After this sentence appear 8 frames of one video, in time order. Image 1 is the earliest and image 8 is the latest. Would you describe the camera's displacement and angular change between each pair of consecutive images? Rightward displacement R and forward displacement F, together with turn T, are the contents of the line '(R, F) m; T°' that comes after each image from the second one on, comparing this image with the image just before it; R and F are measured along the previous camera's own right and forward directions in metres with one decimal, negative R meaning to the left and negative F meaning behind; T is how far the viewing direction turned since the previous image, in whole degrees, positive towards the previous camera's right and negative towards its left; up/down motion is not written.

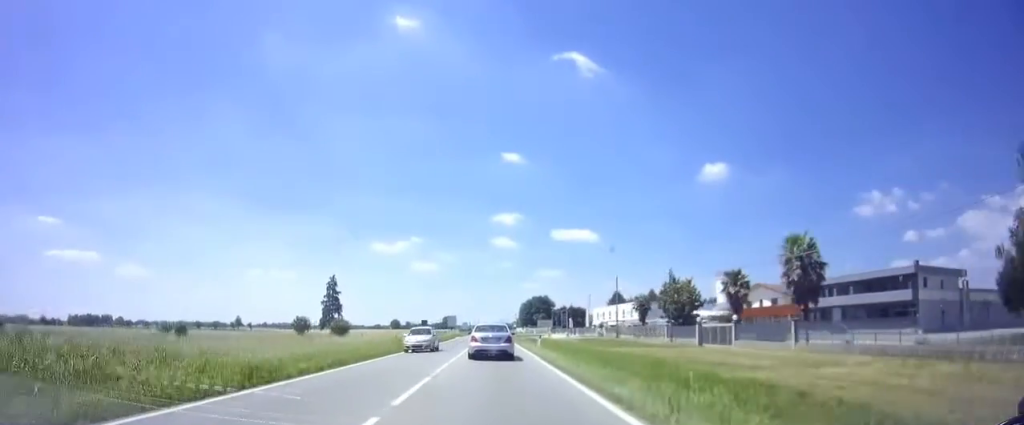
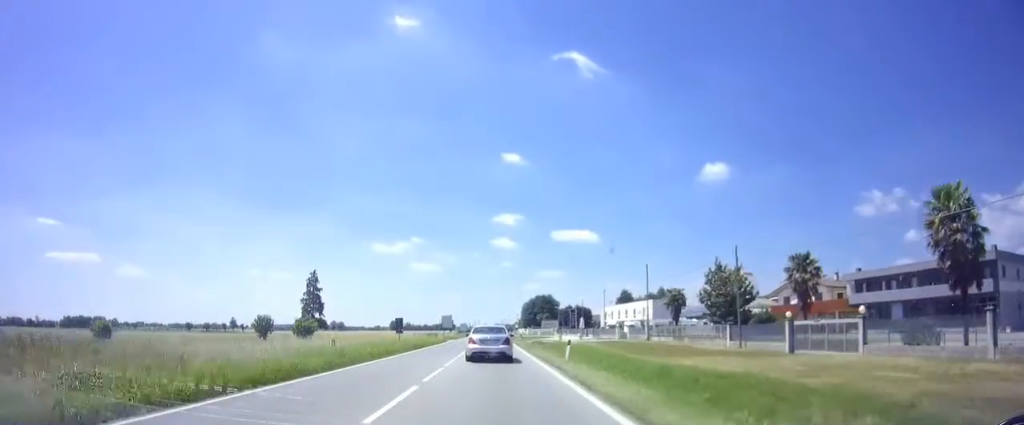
(0.0, +12.7) m; 0°
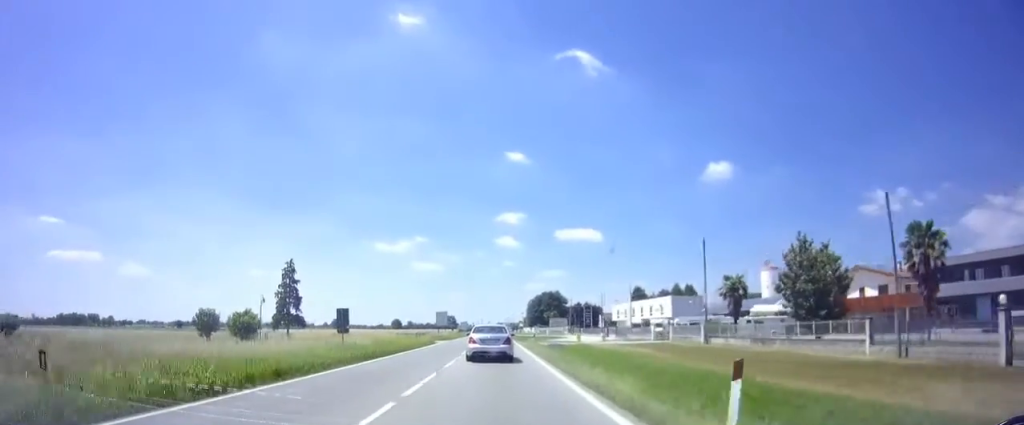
(0.0, +14.3) m; -1°
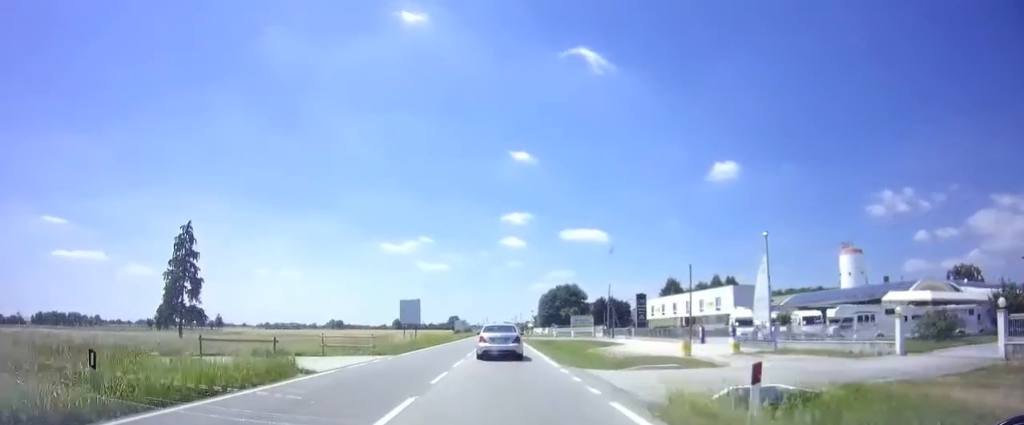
(-0.1, +34.9) m; 0°
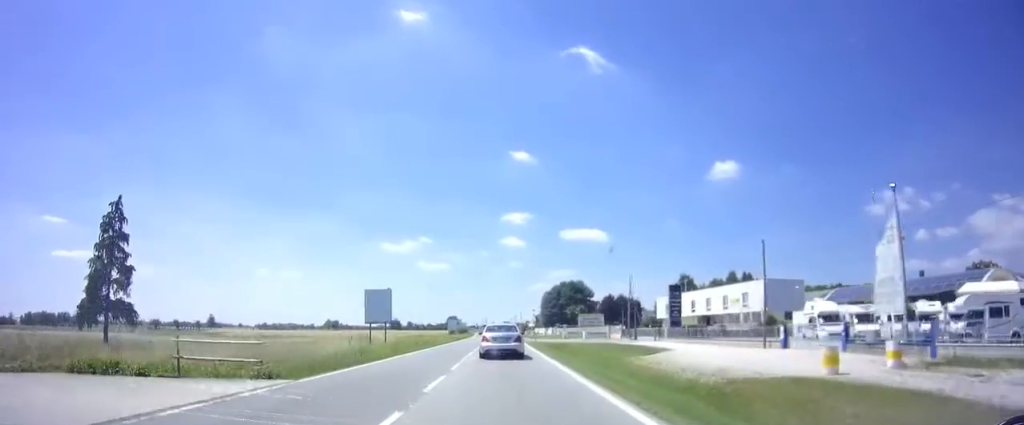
(-0.4, +13.6) m; 0°
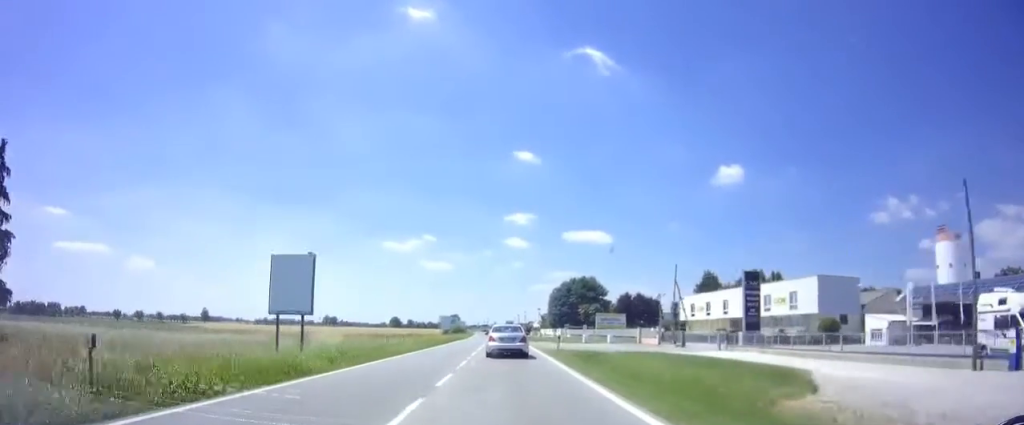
(+0.1, +16.4) m; +1°
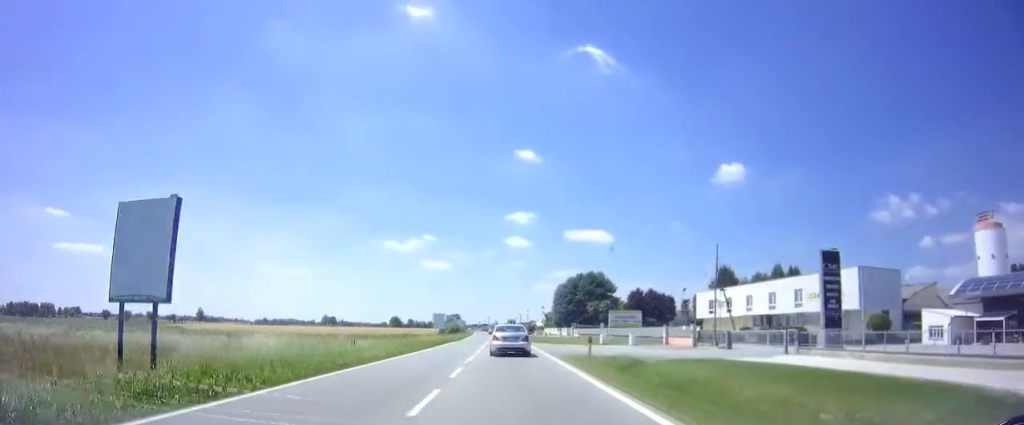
(0.0, +9.9) m; 0°
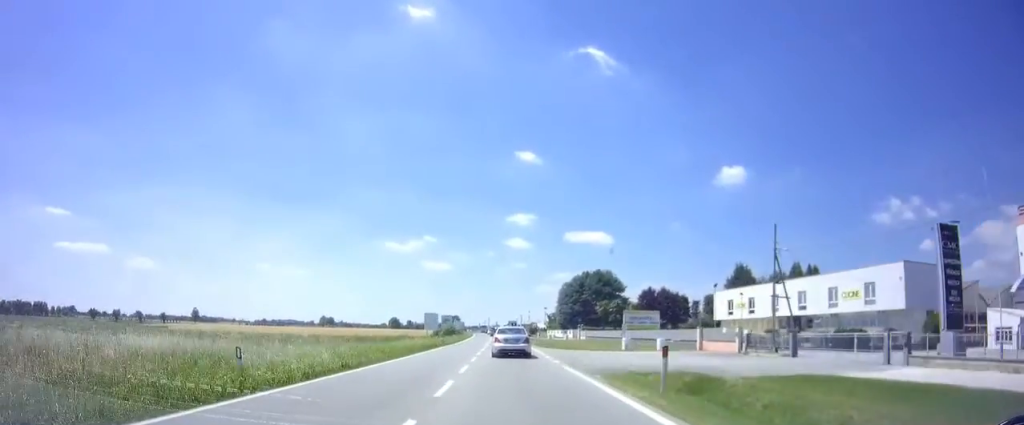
(0.0, +9.3) m; 0°
